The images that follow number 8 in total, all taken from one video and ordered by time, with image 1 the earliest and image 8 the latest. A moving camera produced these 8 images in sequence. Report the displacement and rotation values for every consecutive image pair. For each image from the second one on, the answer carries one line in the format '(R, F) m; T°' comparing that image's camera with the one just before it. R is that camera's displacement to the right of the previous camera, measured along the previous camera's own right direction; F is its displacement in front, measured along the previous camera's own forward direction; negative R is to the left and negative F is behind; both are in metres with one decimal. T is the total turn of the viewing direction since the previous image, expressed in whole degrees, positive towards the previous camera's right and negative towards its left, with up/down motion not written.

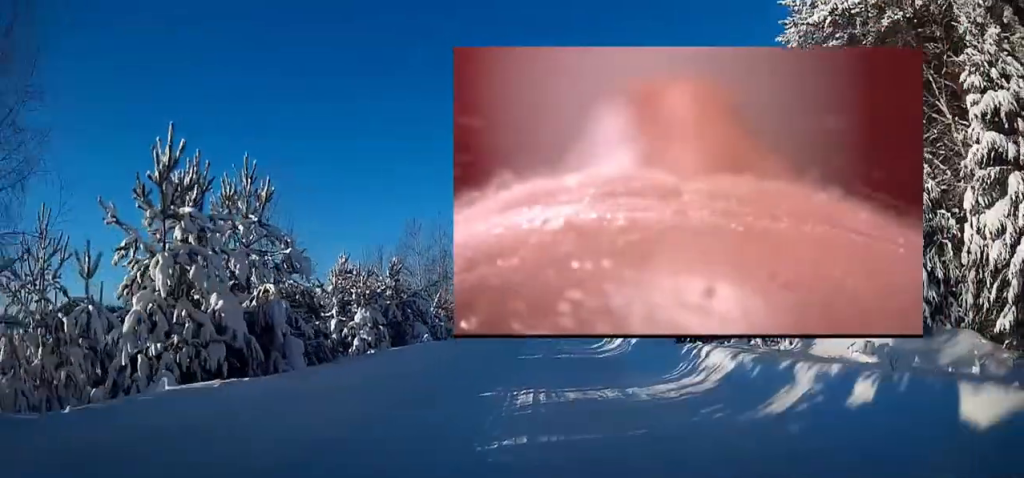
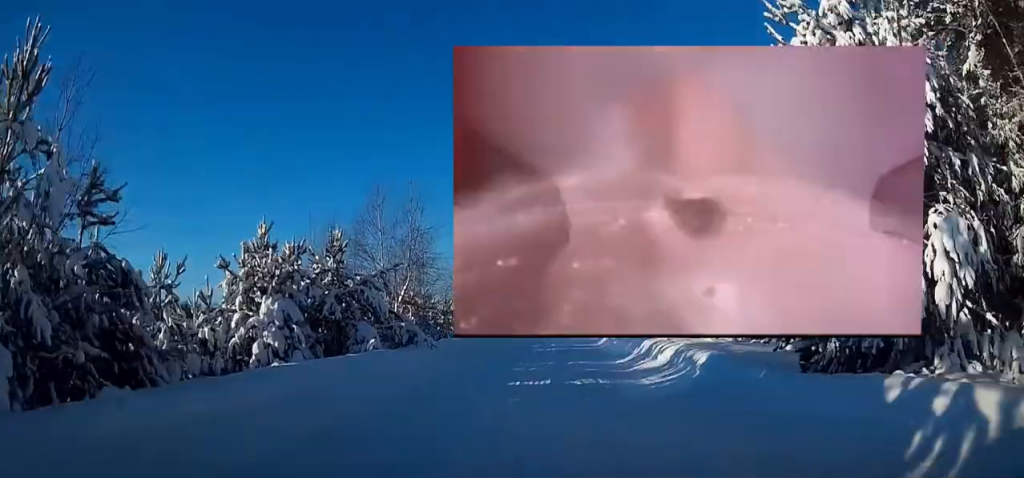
(+0.1, +9.3) m; +1°
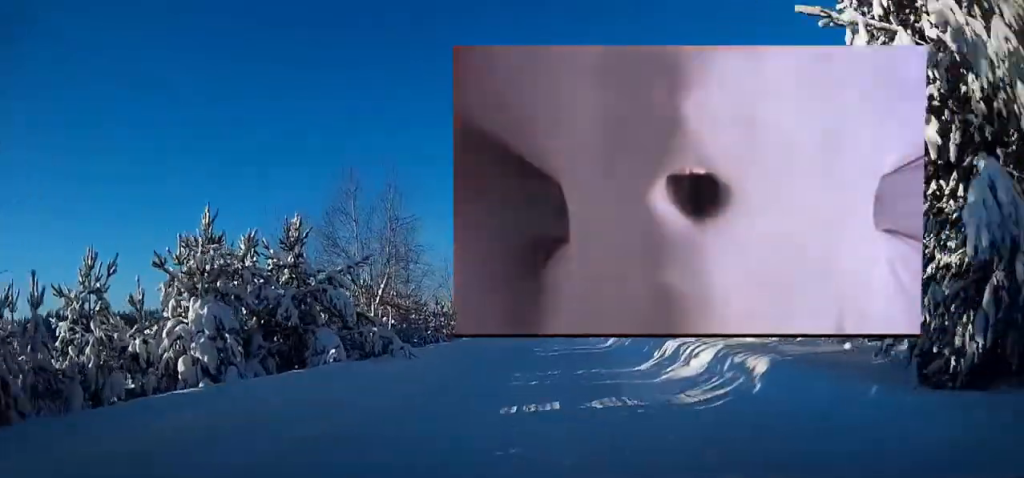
(0.0, +3.8) m; 0°
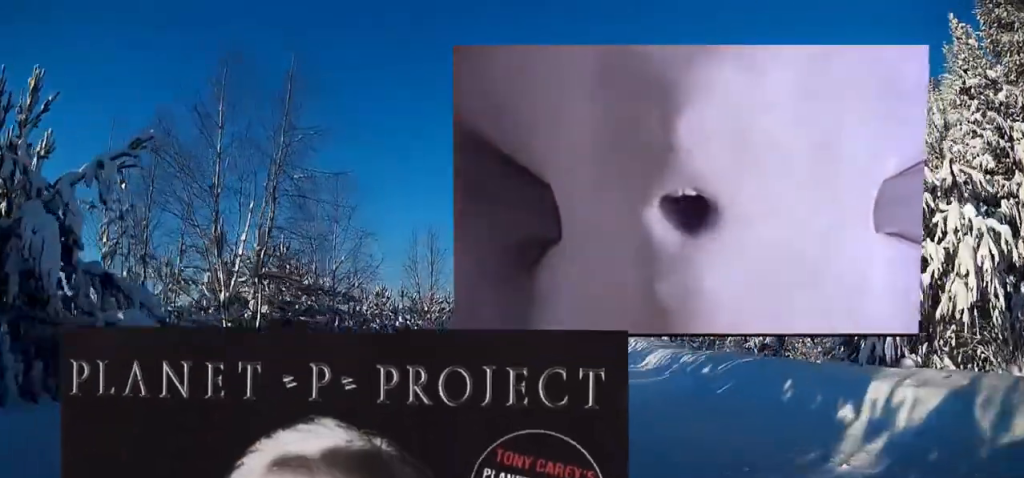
(-0.2, +12.1) m; -1°
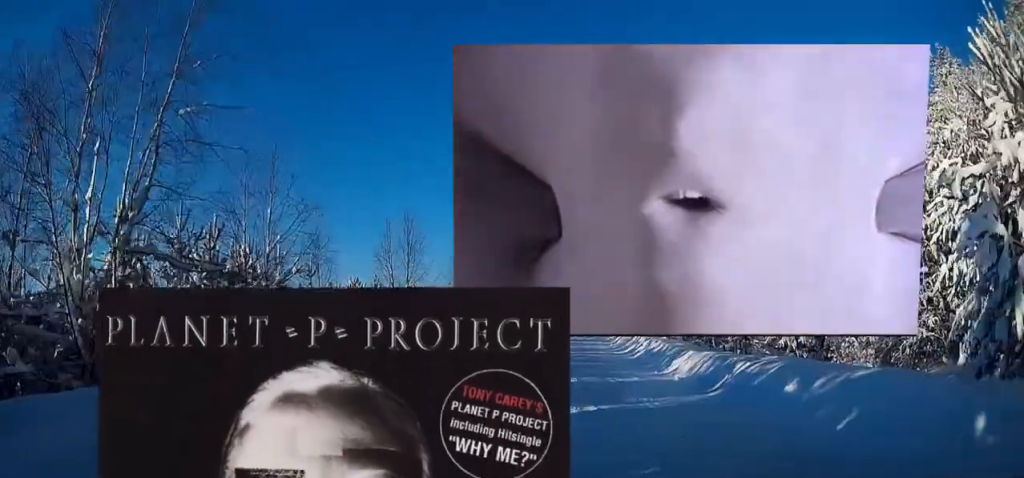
(0.0, +5.1) m; 0°
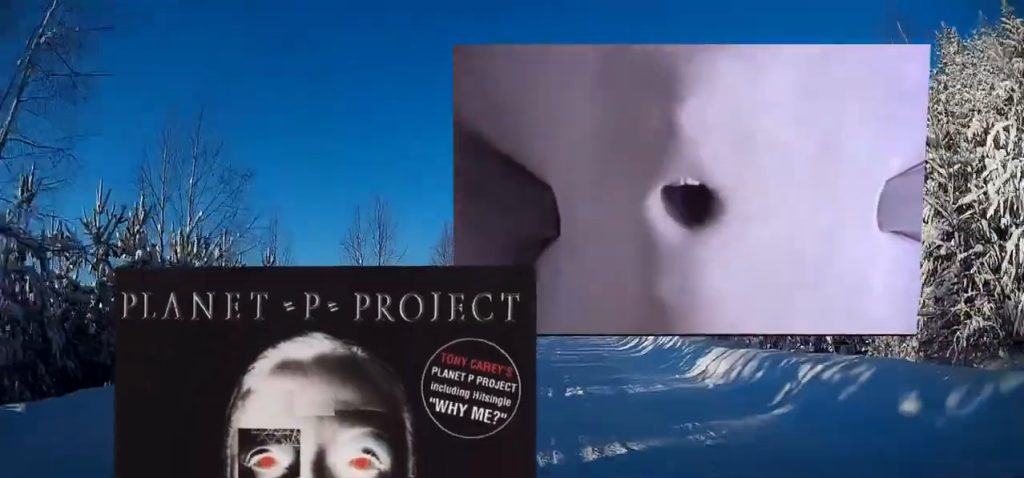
(+0.1, +3.7) m; 0°
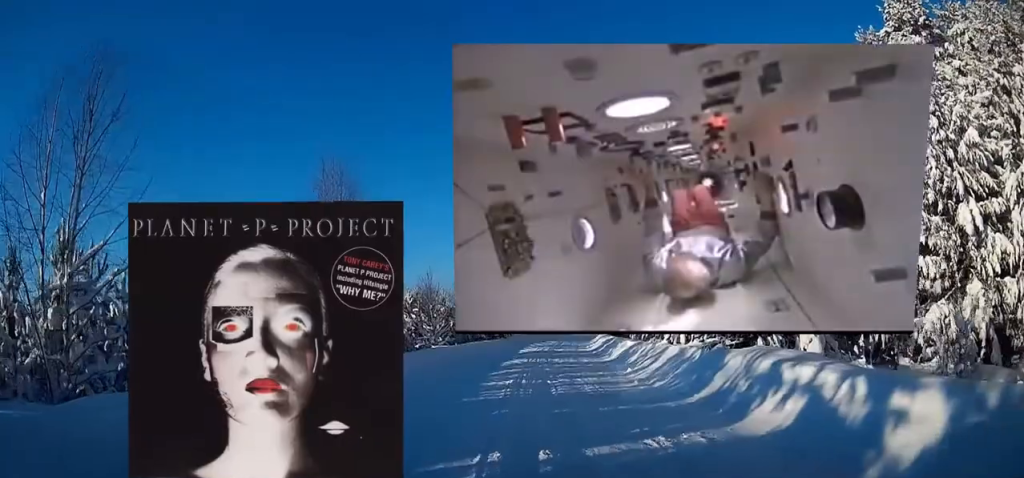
(-0.4, +19.8) m; +1°
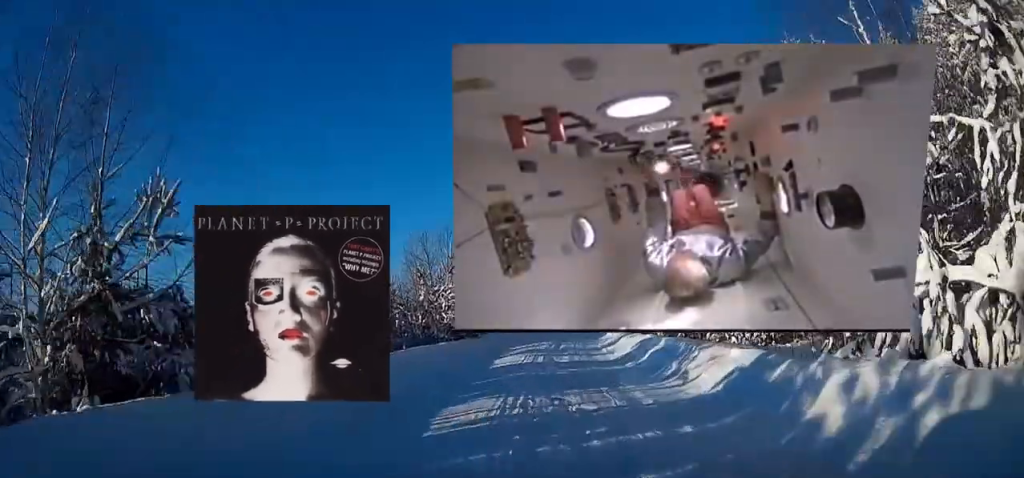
(+0.5, +15.5) m; +1°
